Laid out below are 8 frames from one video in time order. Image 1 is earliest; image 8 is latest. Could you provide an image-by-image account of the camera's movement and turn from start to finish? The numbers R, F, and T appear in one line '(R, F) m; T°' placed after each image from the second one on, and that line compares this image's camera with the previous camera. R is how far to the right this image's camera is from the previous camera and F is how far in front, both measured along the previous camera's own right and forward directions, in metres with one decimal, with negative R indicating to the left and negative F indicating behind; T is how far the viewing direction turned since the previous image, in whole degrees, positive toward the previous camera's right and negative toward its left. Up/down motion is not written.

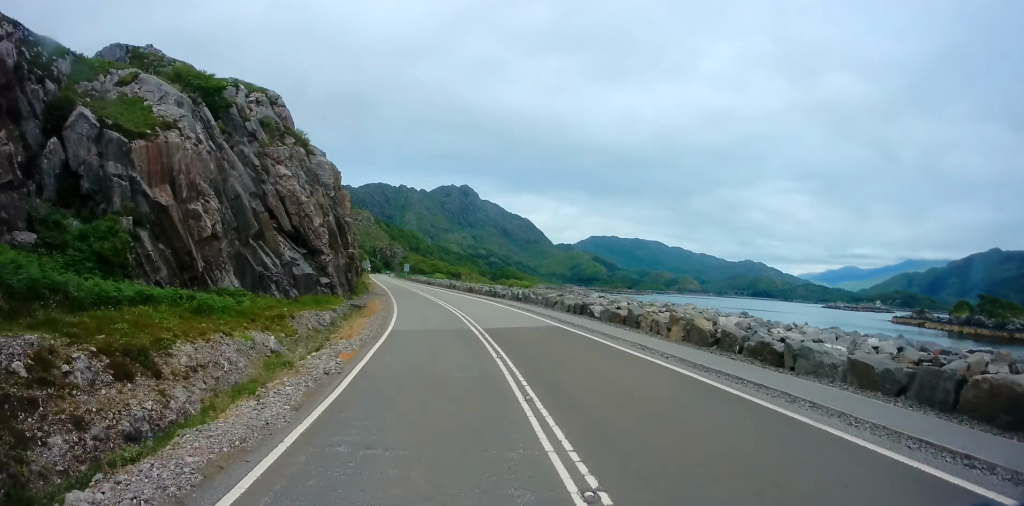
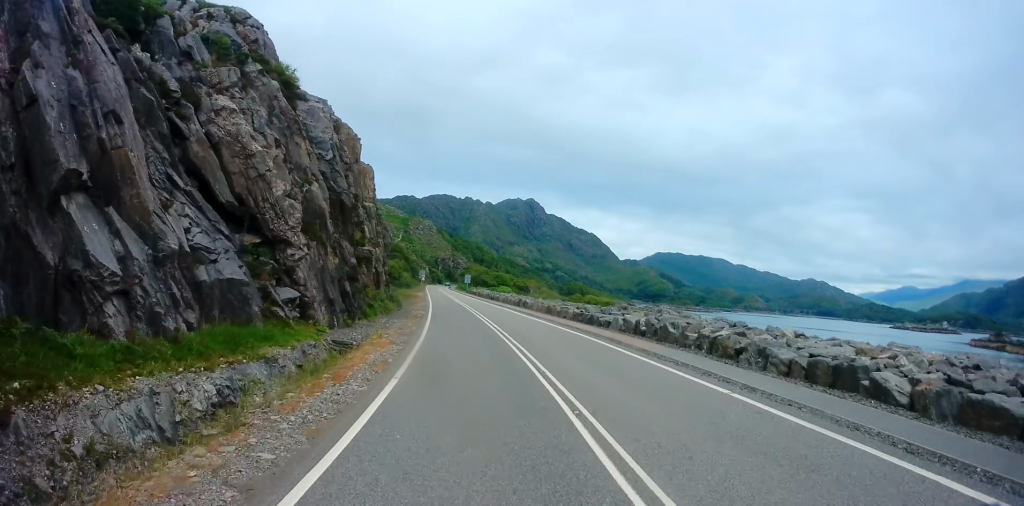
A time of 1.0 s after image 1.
(-0.5, +18.5) m; -3°
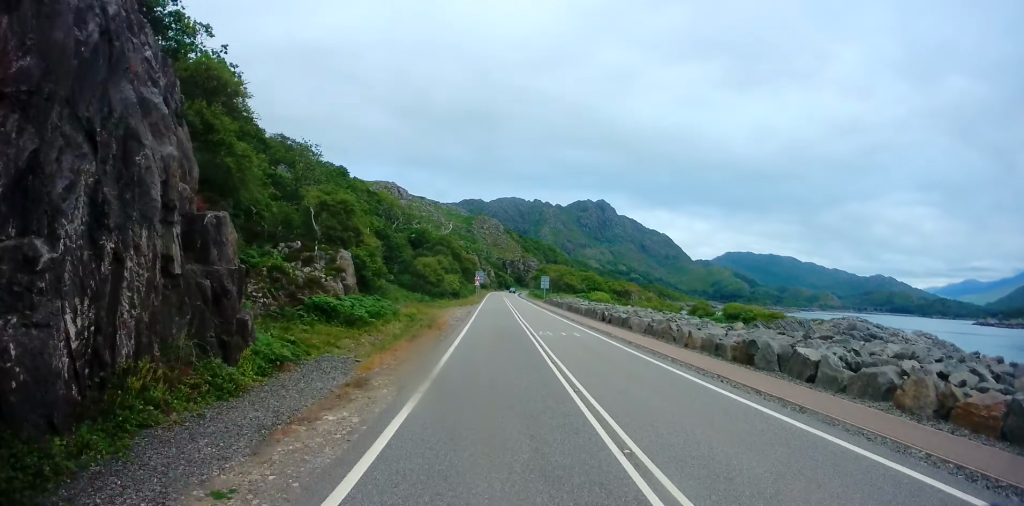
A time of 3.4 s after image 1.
(-3.4, +42.2) m; -8°
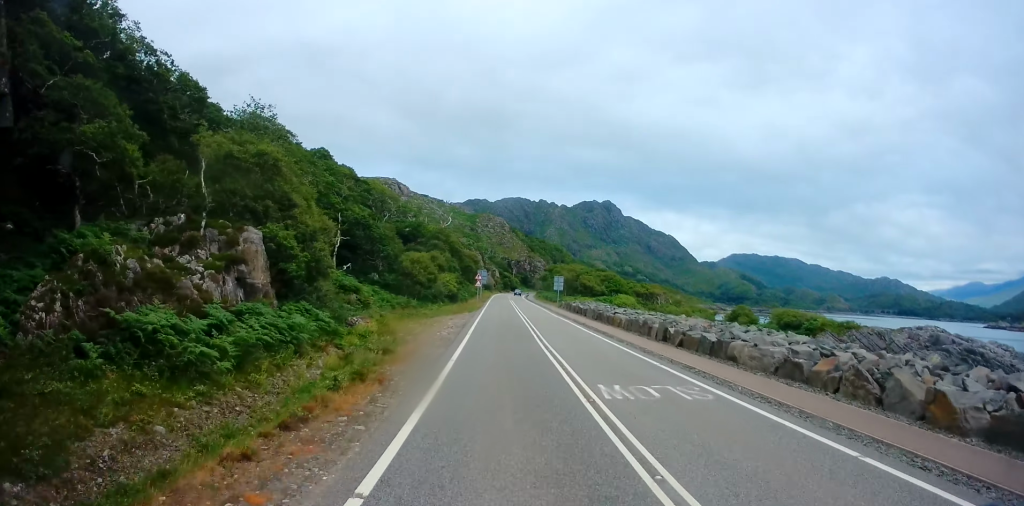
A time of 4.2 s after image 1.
(-0.3, +14.3) m; 0°
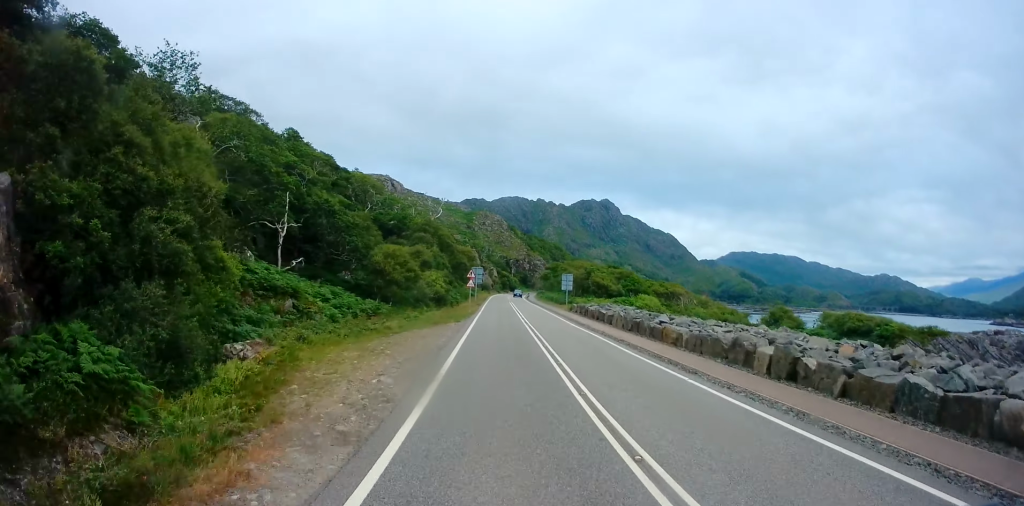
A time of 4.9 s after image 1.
(+0.3, +12.6) m; +1°
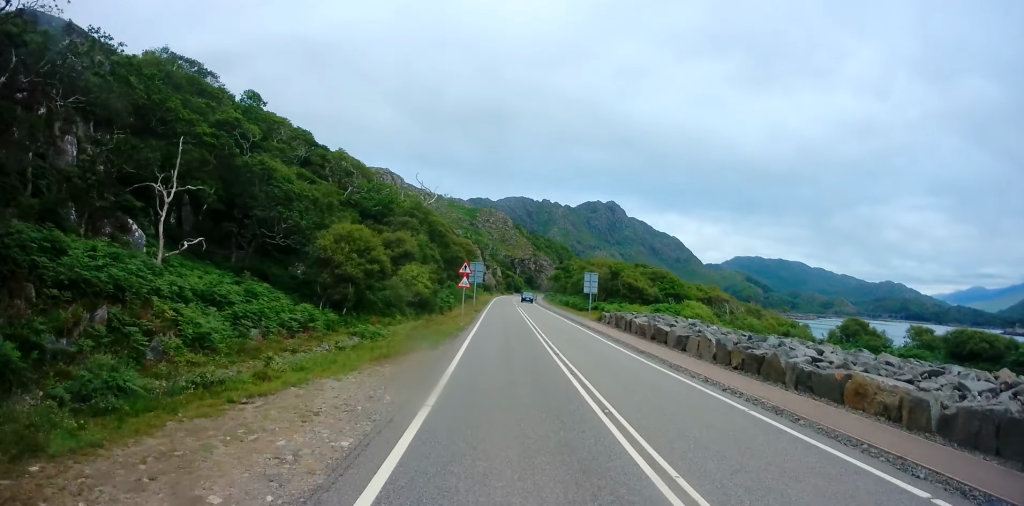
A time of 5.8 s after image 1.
(+0.2, +15.1) m; +1°
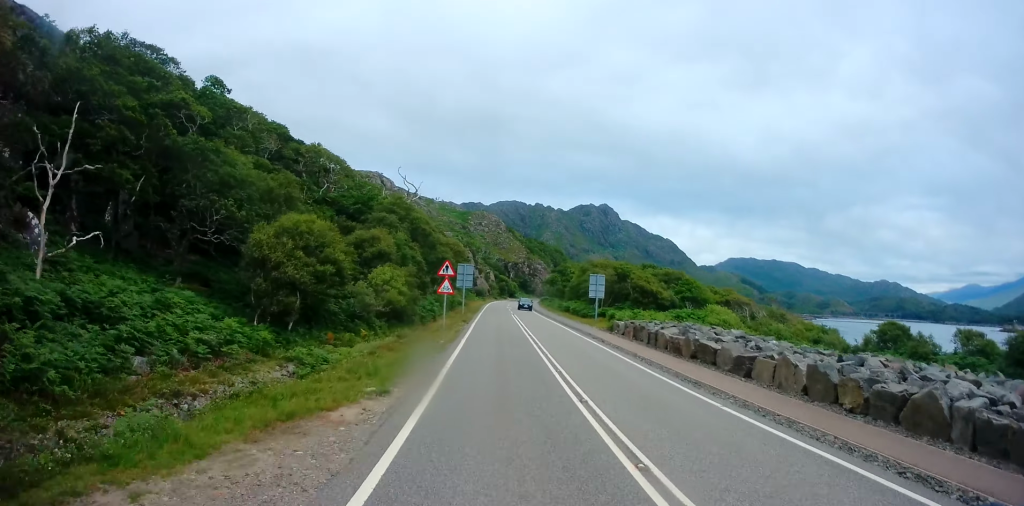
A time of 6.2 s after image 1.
(0.0, +7.3) m; 0°
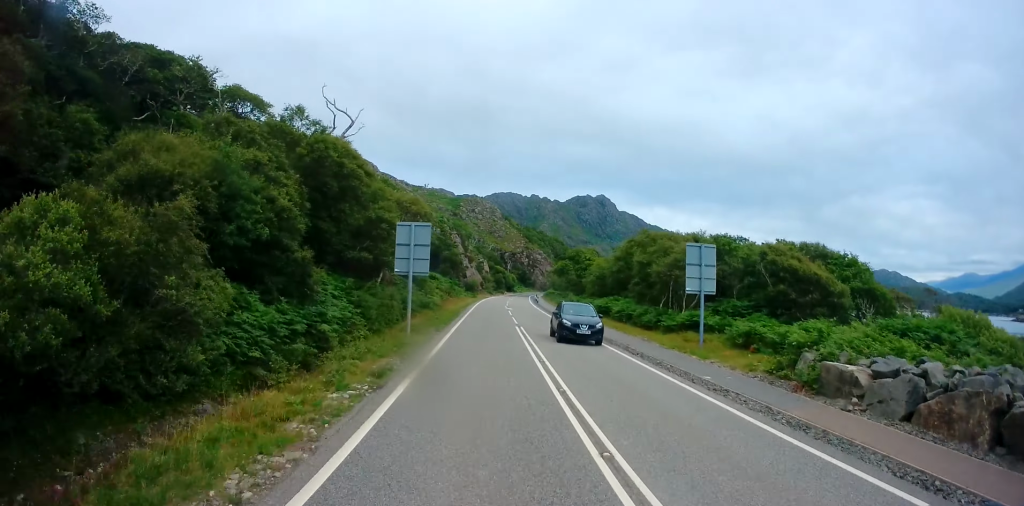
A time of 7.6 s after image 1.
(-0.2, +26.6) m; -2°
